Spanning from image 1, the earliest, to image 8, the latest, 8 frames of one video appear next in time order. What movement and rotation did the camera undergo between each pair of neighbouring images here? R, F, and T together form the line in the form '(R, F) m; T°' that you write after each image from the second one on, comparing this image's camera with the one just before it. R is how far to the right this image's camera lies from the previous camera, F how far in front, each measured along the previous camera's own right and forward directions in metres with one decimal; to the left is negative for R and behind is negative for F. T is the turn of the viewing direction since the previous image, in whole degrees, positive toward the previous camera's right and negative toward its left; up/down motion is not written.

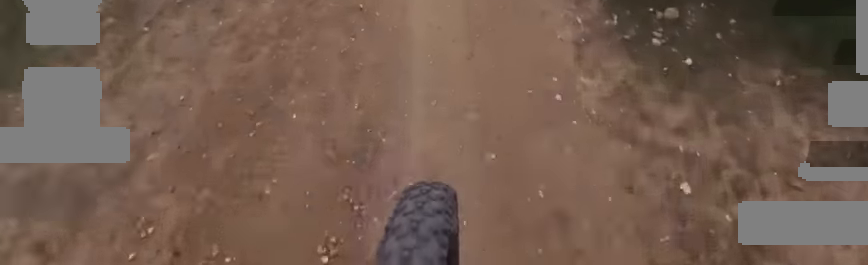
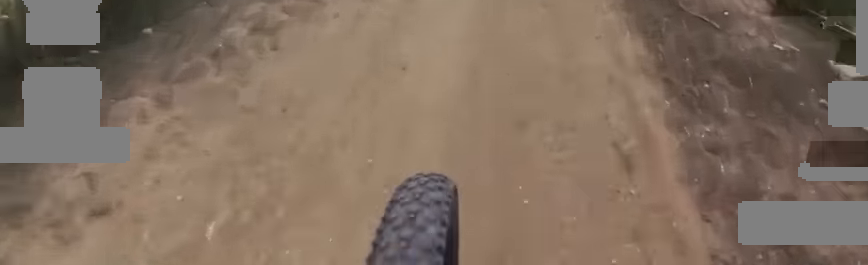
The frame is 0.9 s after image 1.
(+0.2, +7.4) m; 0°
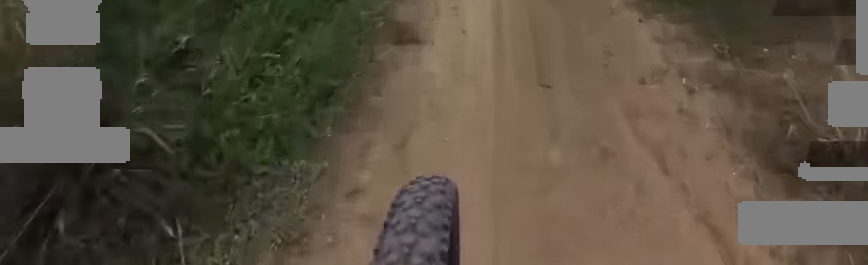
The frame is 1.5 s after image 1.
(-0.2, +4.6) m; 0°
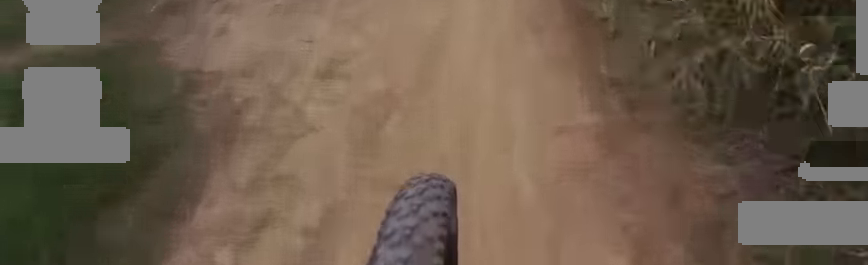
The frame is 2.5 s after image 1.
(+0.3, +8.0) m; -7°
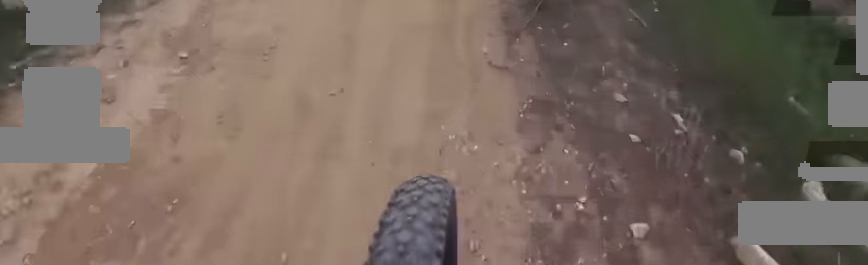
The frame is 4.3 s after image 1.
(-1.4, +13.9) m; -1°
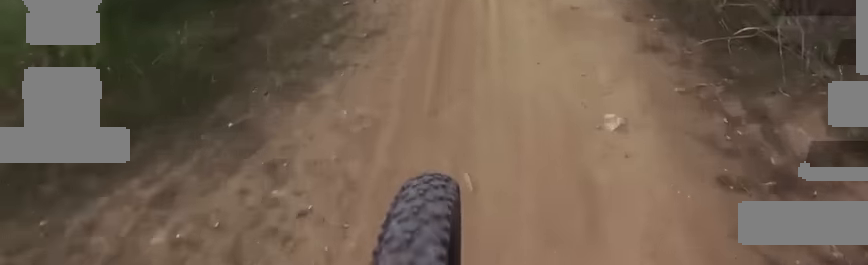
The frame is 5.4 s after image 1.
(+0.4, +7.5) m; +2°
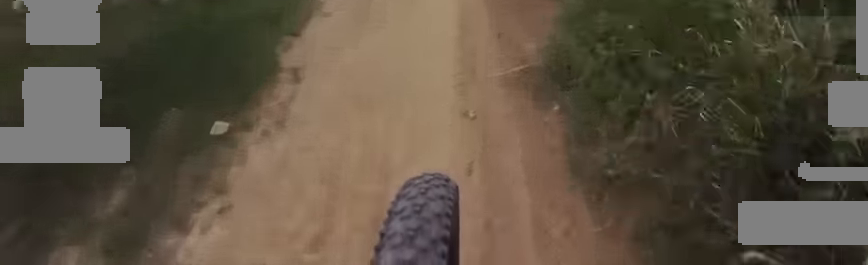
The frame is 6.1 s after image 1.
(0.0, +4.8) m; -3°
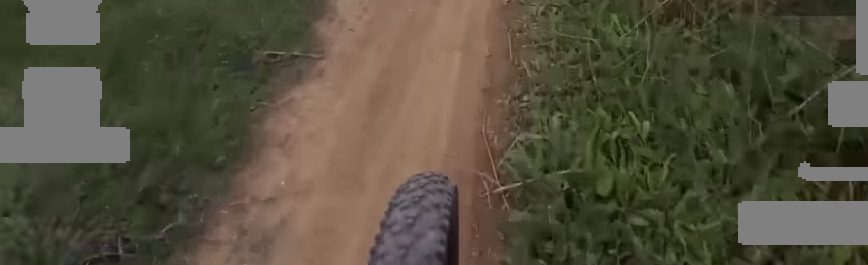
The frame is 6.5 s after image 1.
(+0.1, +3.1) m; -3°
